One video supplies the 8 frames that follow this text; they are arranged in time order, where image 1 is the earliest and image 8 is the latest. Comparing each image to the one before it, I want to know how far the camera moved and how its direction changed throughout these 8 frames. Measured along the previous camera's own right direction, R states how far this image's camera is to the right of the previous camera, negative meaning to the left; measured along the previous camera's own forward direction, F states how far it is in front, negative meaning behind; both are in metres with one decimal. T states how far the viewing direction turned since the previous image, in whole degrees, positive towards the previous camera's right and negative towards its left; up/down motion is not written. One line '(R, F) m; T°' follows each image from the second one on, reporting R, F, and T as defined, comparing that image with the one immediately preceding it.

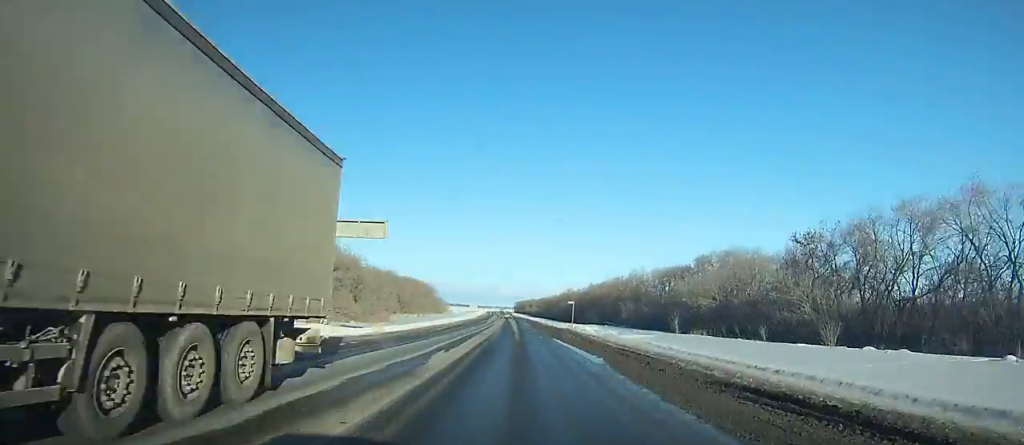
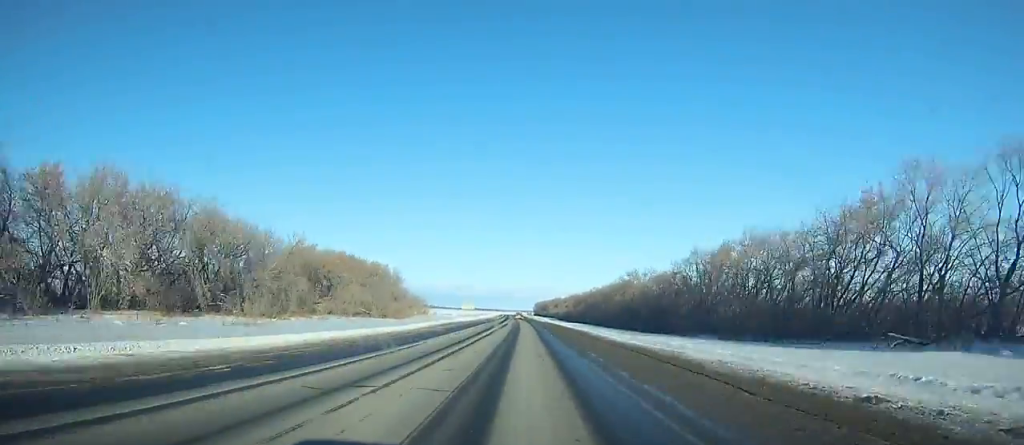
(-1.5, +90.6) m; -2°
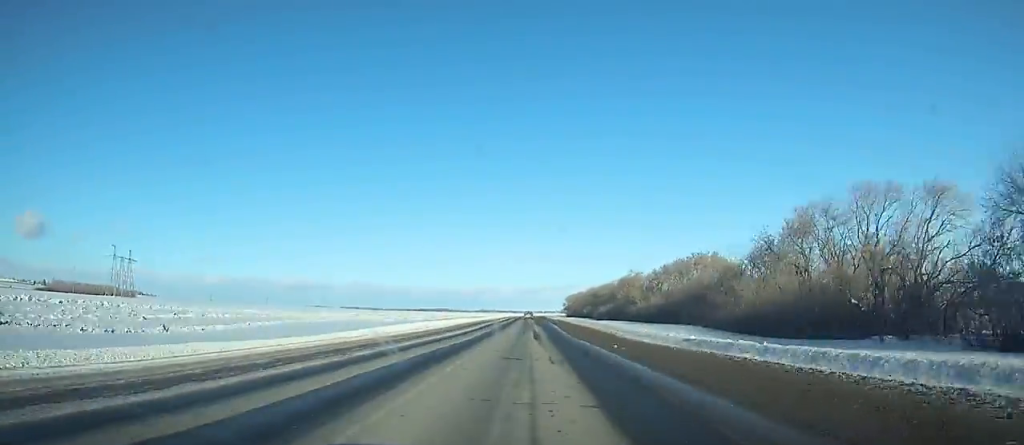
(-2.9, +186.5) m; -2°
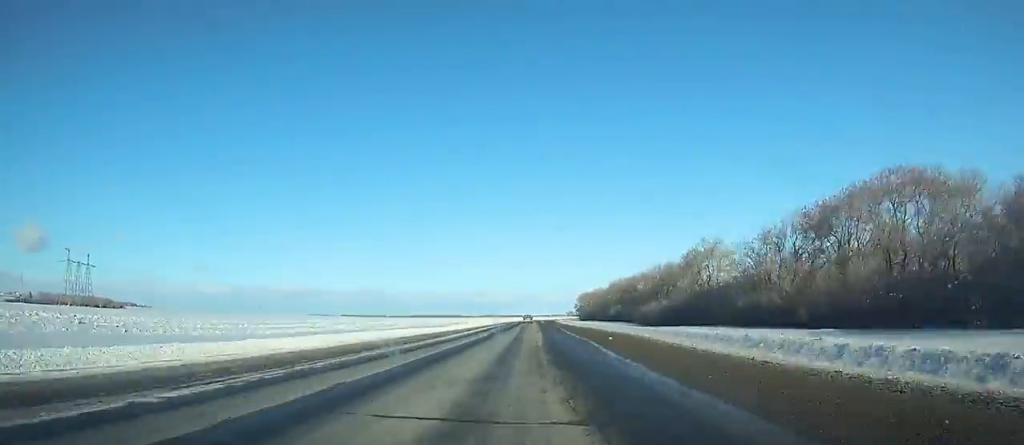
(0.0, +56.4) m; 0°
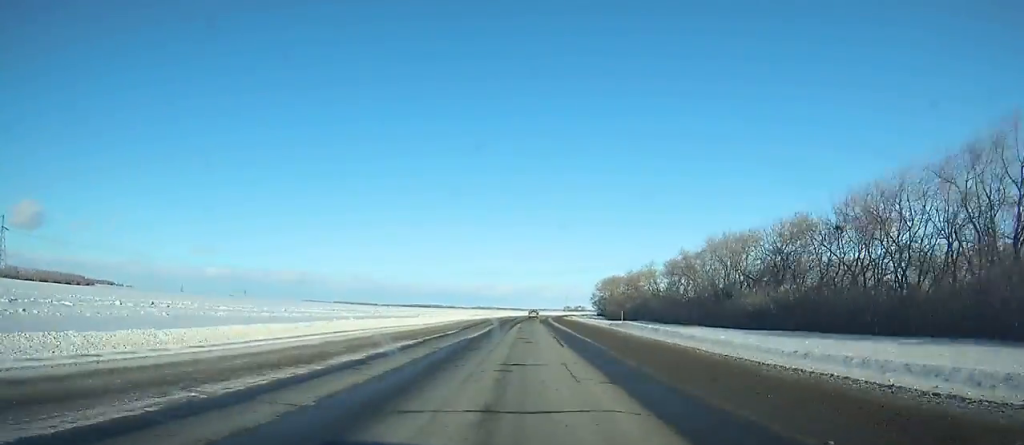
(-0.2, +83.4) m; 0°
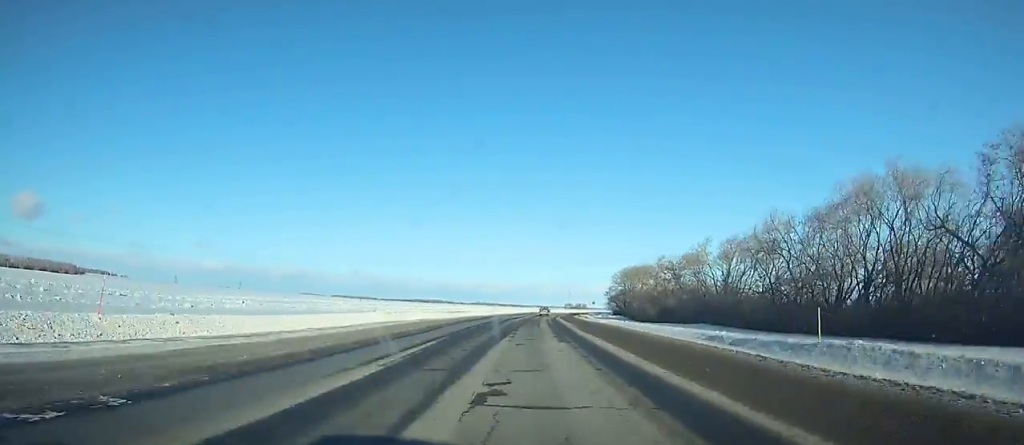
(0.0, +34.7) m; +1°
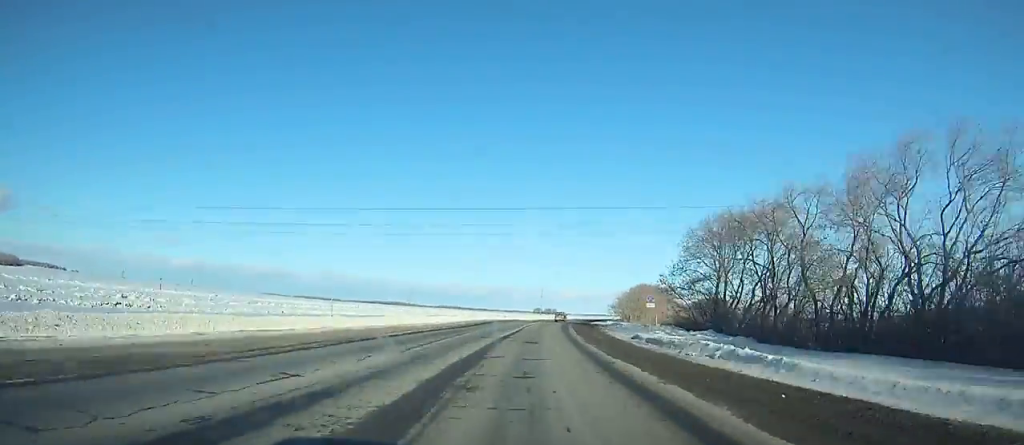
(+1.3, +84.5) m; +3°
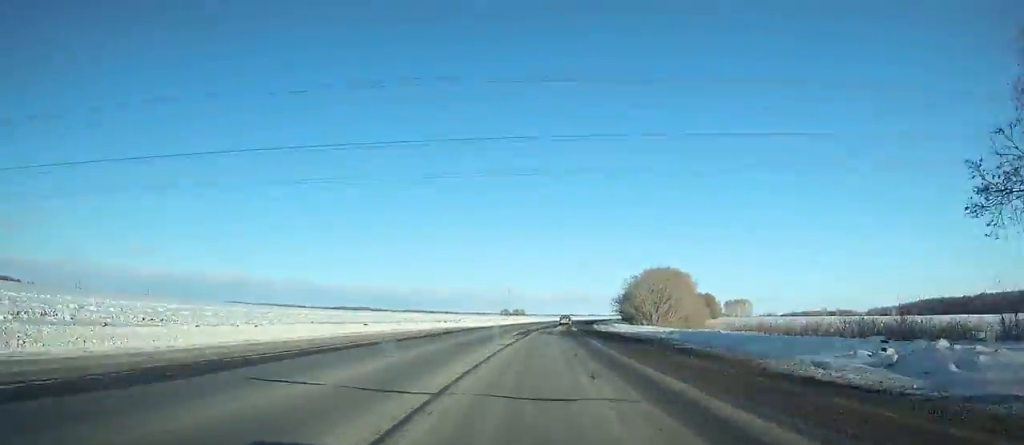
(+1.0, +49.6) m; +3°
